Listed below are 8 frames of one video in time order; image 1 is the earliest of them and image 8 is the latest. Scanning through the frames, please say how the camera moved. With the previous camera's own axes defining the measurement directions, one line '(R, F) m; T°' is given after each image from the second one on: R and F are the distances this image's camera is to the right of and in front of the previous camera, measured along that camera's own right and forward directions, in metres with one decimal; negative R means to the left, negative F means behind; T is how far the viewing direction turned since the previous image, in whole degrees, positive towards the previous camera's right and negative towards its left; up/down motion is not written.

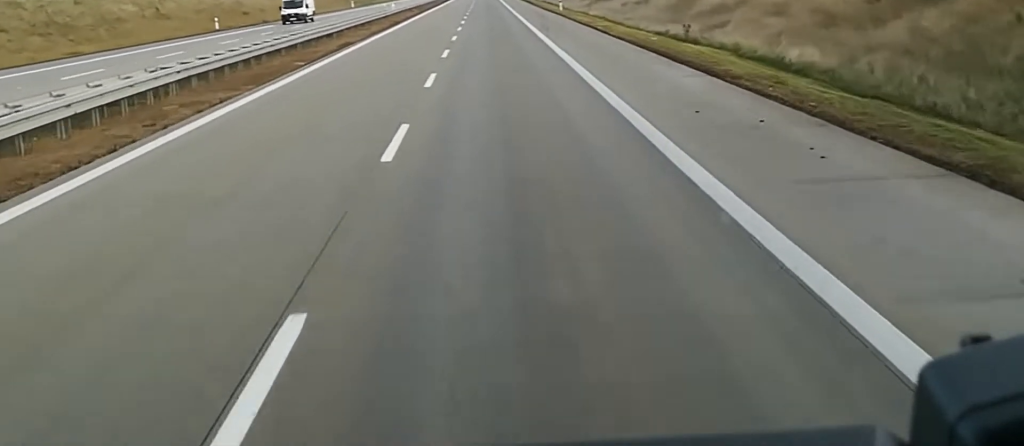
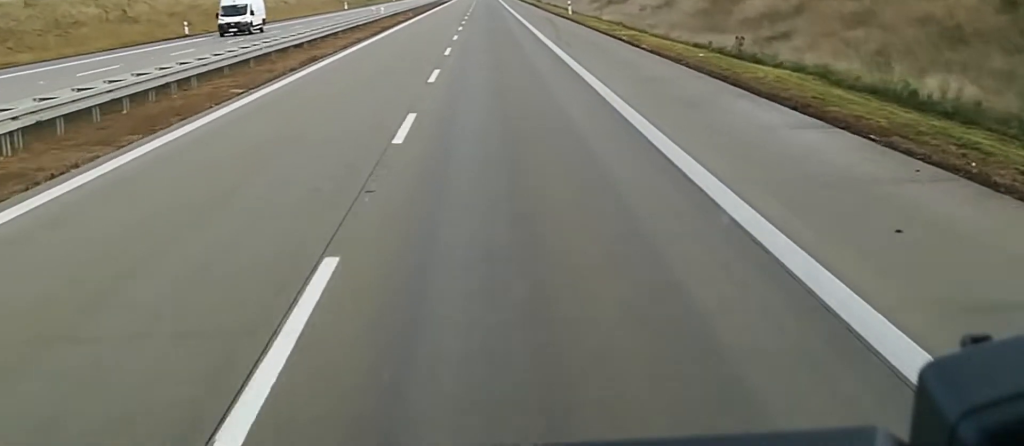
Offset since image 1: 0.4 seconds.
(0.0, +10.9) m; 0°
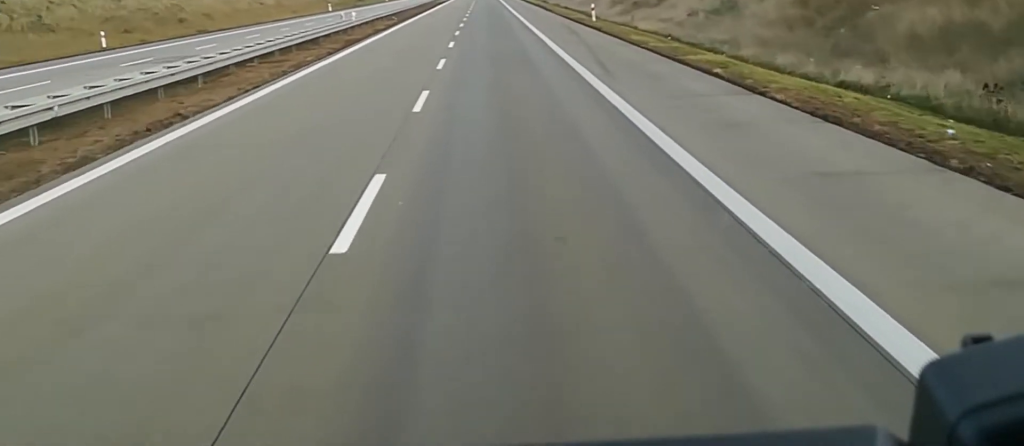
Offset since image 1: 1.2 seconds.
(+0.2, +19.3) m; 0°
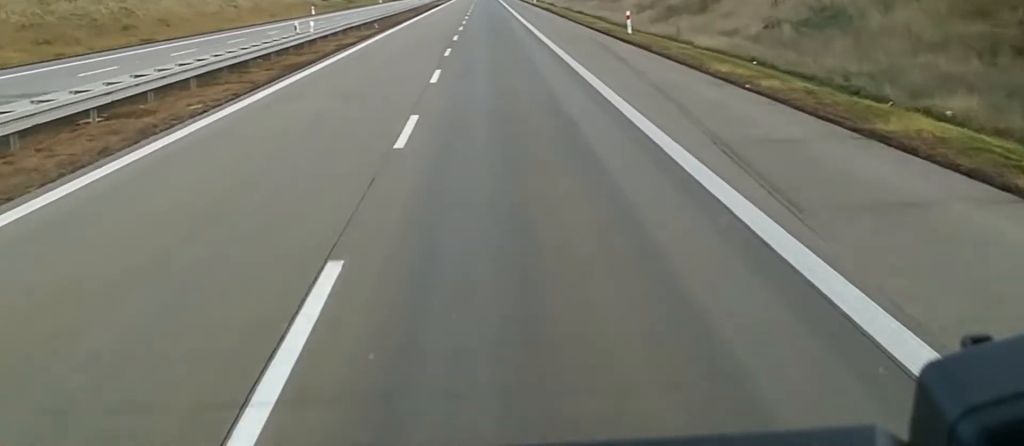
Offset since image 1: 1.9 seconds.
(-0.2, +16.9) m; -2°
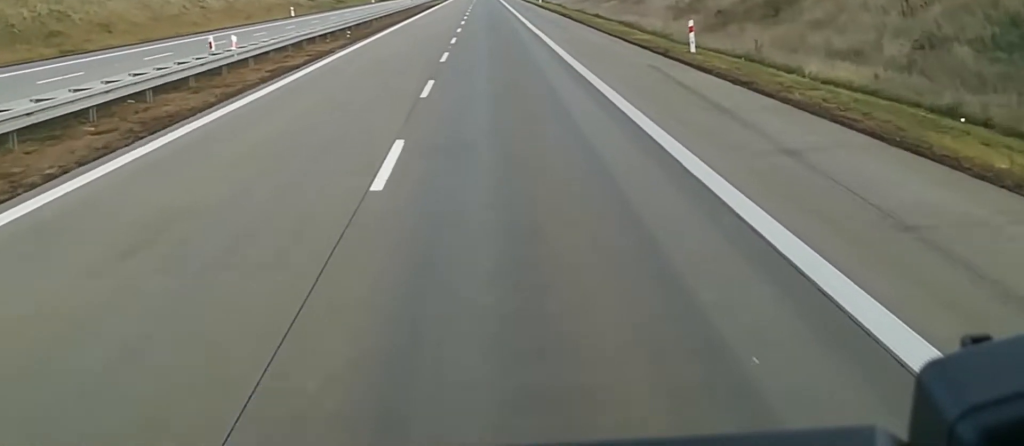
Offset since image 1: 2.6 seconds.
(-0.3, +17.0) m; -1°
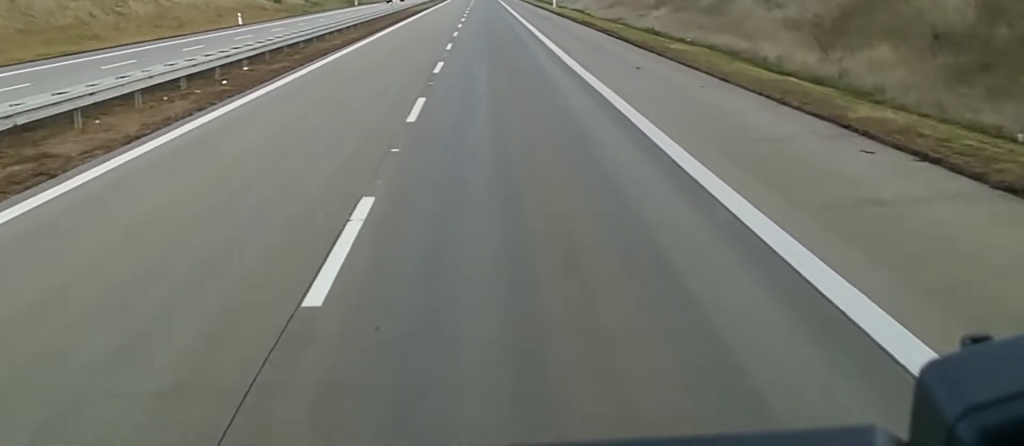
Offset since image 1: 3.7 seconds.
(0.0, +28.2) m; +1°
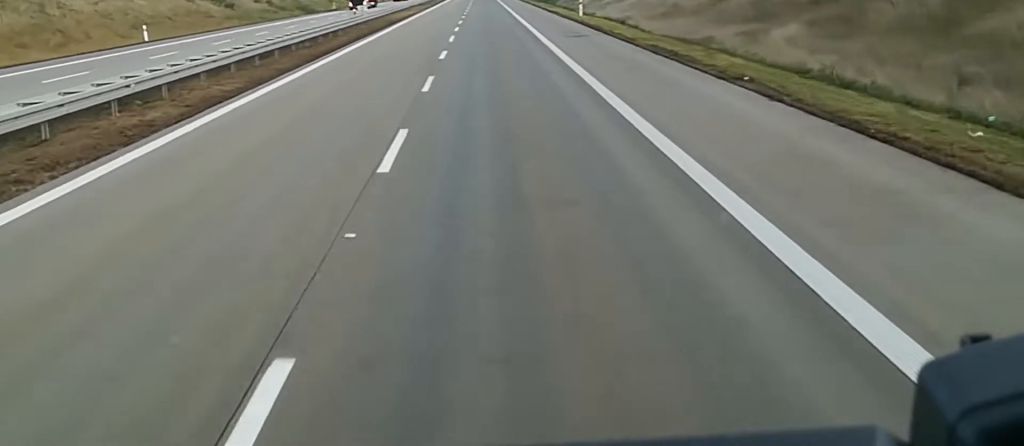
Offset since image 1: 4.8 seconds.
(+0.3, +29.9) m; 0°
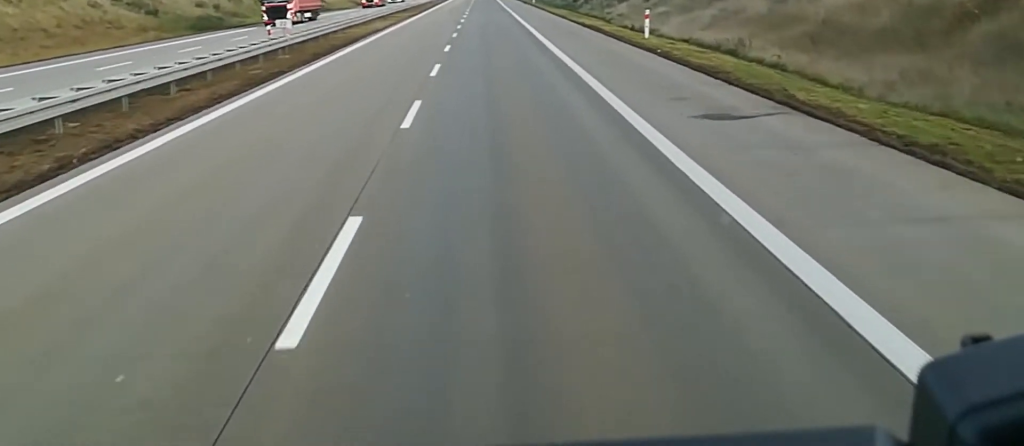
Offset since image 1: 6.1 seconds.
(0.0, +31.5) m; 0°
